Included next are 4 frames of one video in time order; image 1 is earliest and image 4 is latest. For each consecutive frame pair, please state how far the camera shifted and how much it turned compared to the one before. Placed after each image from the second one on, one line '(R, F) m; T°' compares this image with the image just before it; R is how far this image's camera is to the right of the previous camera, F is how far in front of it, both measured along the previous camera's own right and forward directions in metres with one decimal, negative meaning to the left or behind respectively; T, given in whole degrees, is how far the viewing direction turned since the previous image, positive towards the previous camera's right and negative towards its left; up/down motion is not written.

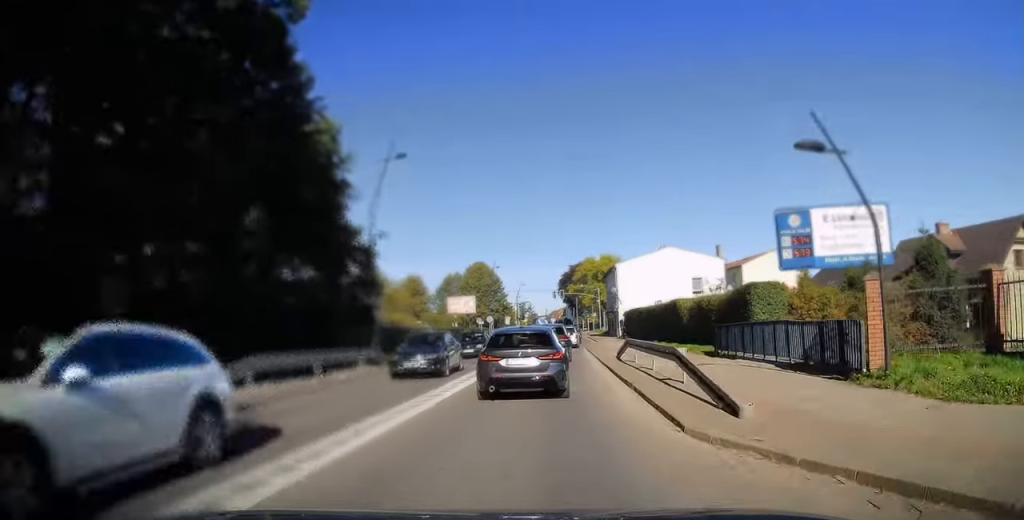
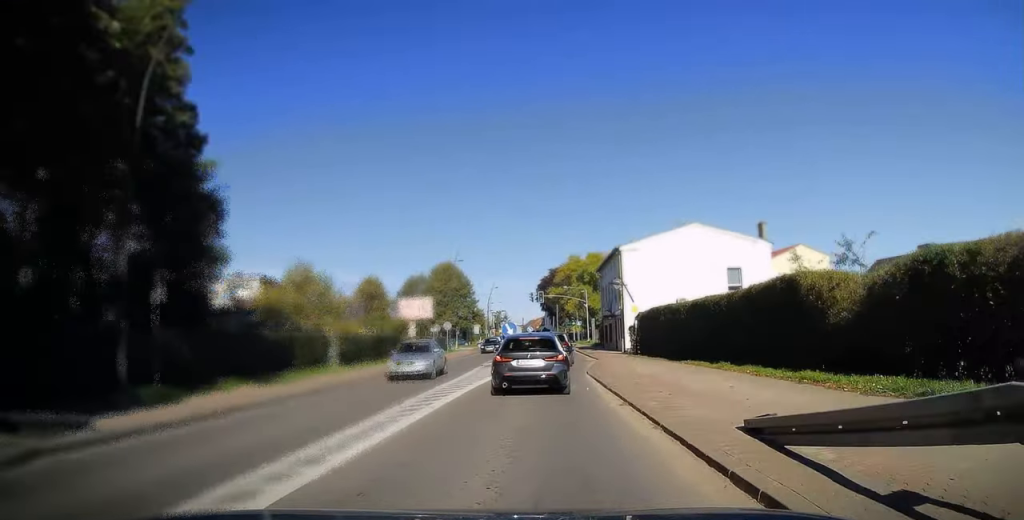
(+0.6, +21.2) m; +5°
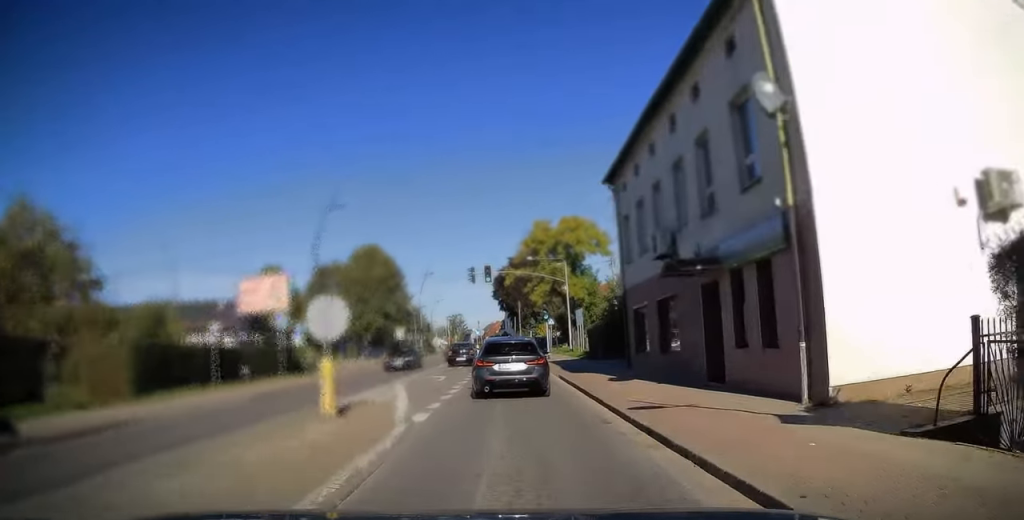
(+1.4, +33.6) m; +1°
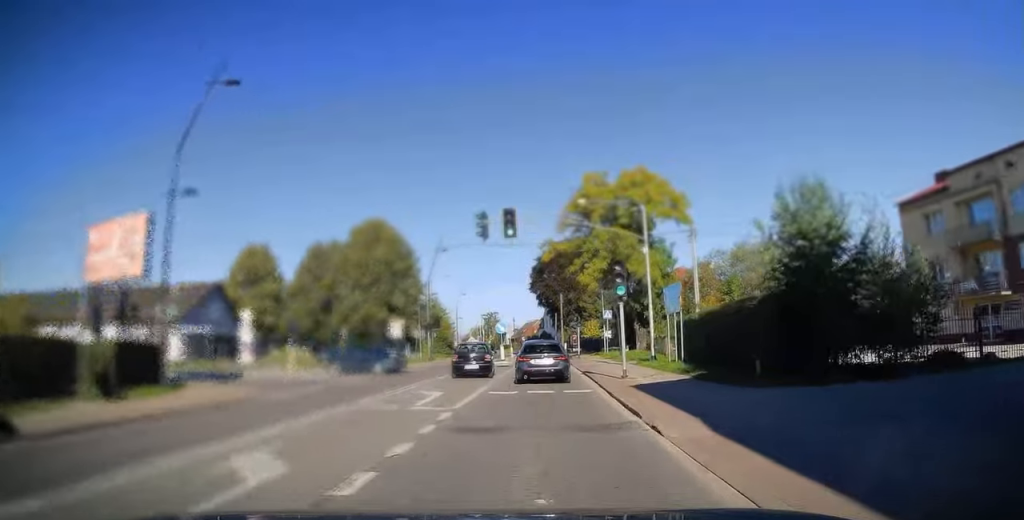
(-0.6, +20.5) m; -3°
